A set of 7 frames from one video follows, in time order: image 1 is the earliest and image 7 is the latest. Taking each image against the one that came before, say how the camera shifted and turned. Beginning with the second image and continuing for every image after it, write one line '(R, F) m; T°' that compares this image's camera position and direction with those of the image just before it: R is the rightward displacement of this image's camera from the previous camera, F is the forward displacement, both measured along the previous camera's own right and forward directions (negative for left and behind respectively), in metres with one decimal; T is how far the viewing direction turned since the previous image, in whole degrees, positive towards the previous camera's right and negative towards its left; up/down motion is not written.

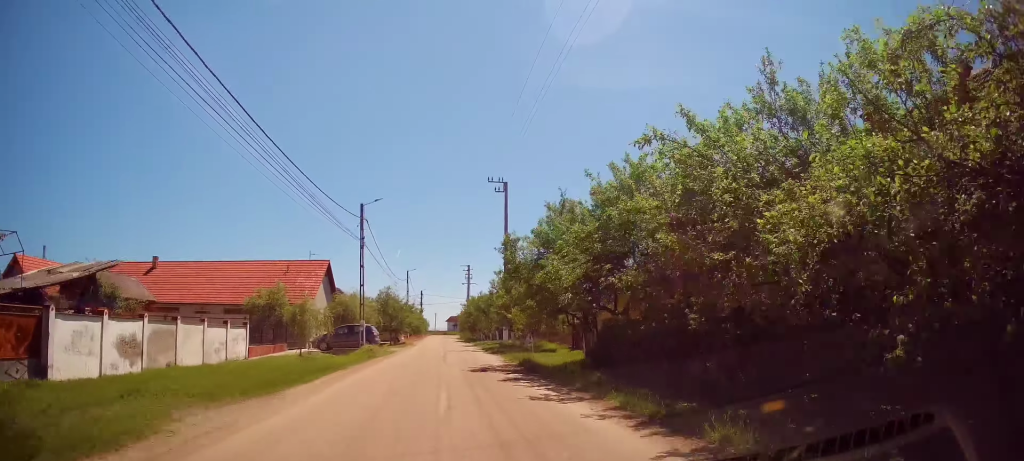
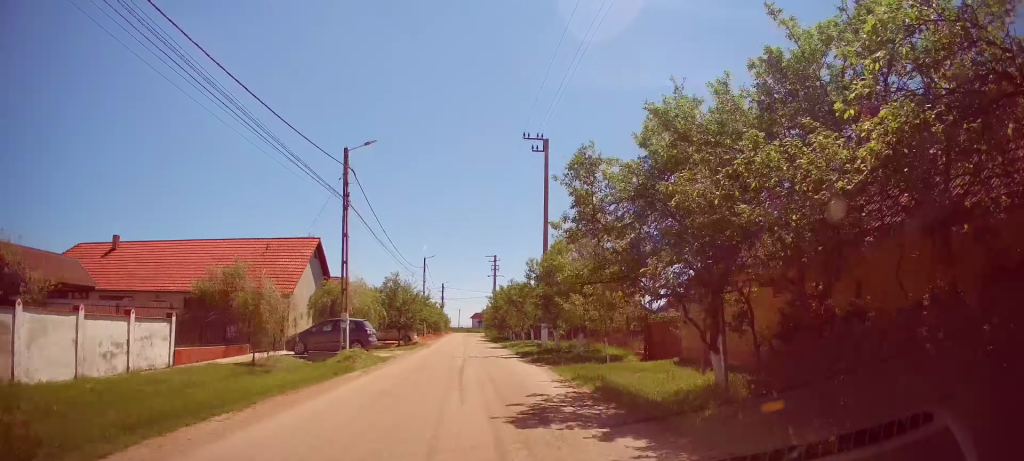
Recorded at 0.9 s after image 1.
(-0.4, +8.4) m; -4°
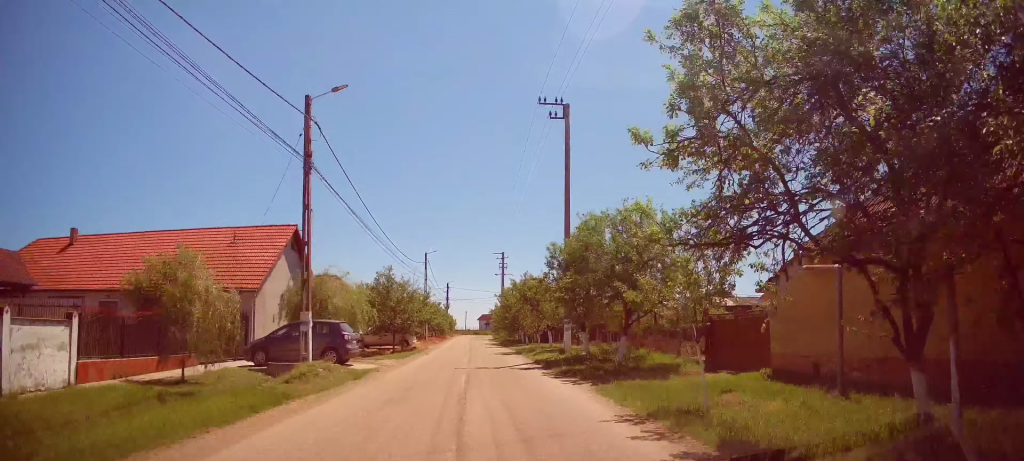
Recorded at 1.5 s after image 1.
(-0.1, +5.3) m; -1°
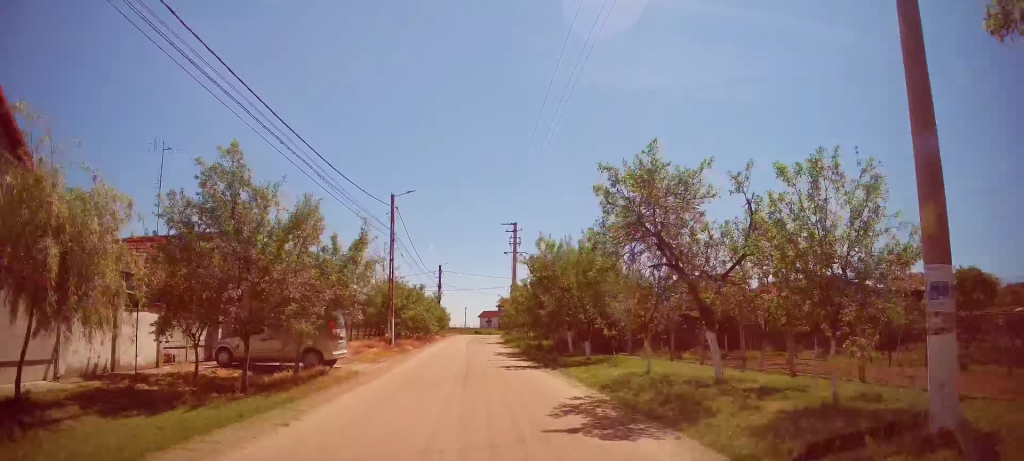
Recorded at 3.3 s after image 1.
(+0.2, +20.1) m; +2°
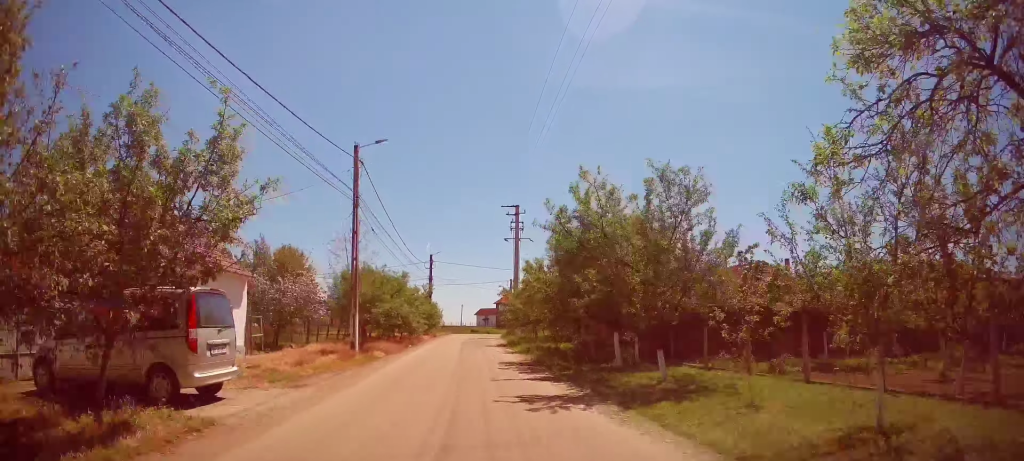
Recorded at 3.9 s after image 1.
(+0.3, +7.3) m; 0°
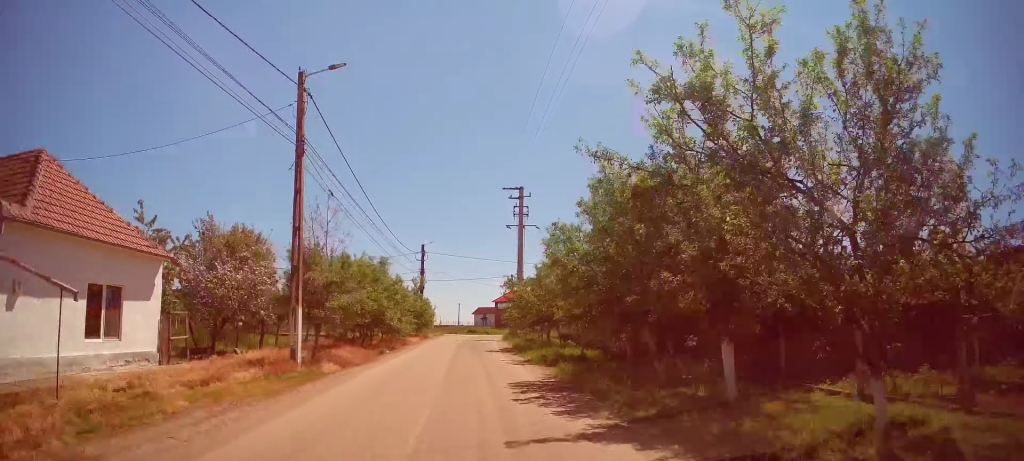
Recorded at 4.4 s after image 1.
(-0.2, +6.3) m; 0°
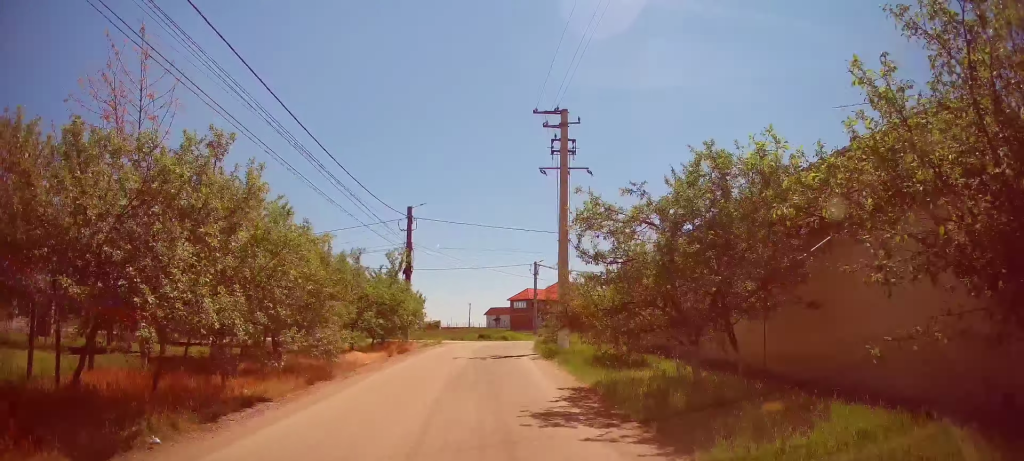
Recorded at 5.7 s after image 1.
(-0.1, +16.2) m; -1°
